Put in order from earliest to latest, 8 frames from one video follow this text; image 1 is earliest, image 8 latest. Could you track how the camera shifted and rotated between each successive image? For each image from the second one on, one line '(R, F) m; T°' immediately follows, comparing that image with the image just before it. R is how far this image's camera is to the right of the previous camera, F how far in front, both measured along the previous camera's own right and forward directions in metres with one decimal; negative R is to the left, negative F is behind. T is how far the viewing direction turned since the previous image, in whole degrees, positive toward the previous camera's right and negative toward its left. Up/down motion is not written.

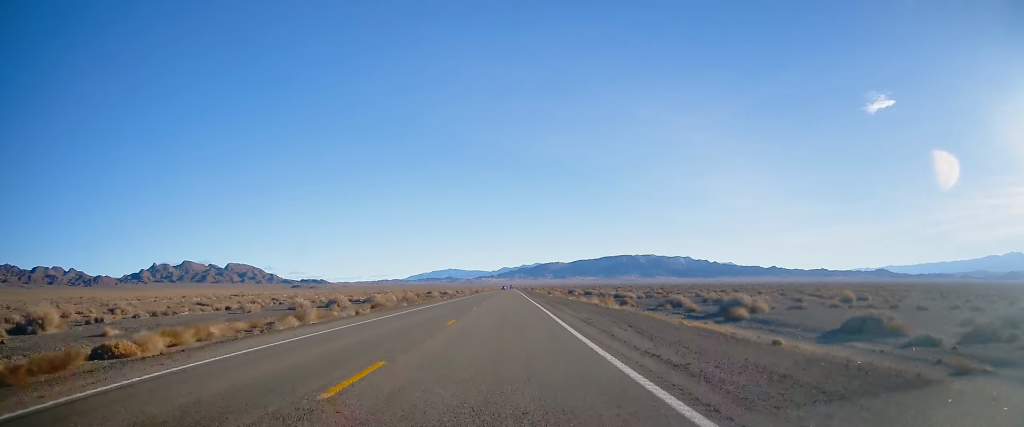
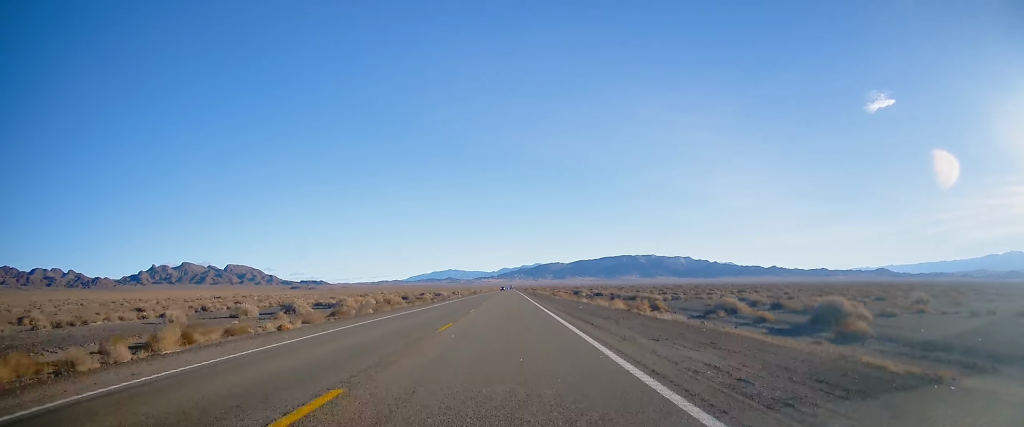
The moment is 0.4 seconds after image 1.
(-0.1, +14.8) m; 0°
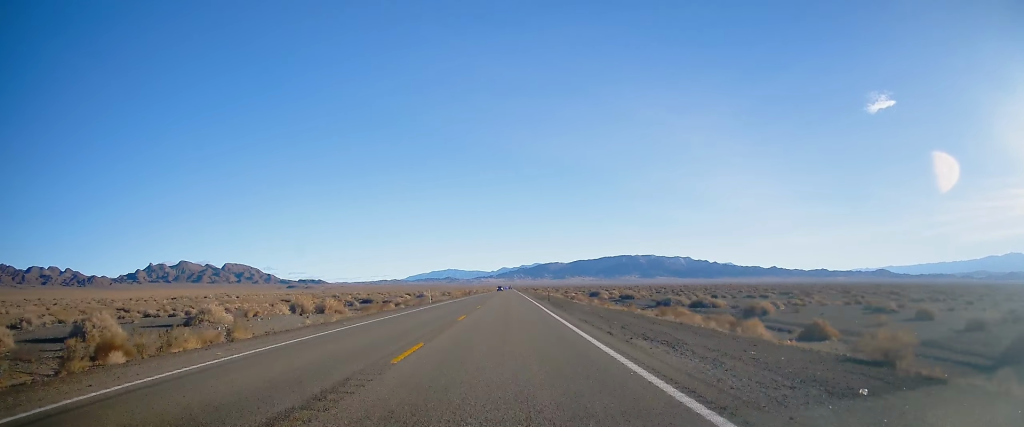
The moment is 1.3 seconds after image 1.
(+0.3, +30.8) m; +1°
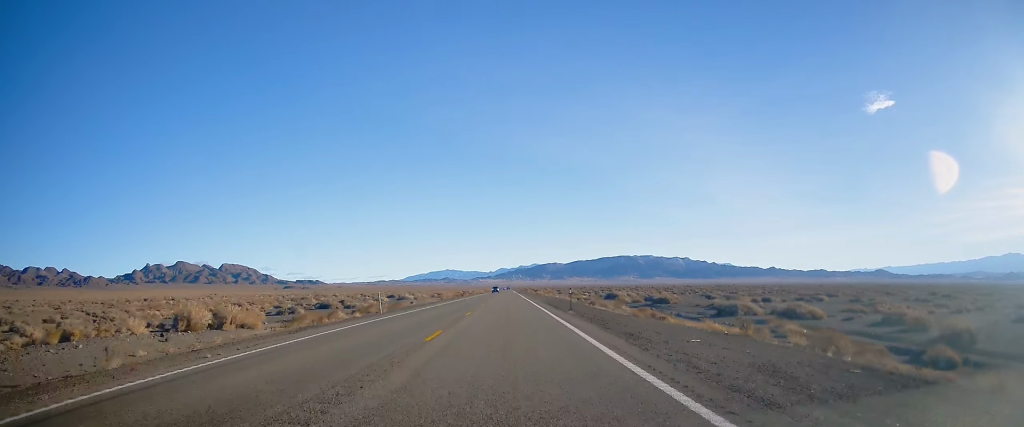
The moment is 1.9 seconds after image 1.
(0.0, +20.6) m; 0°
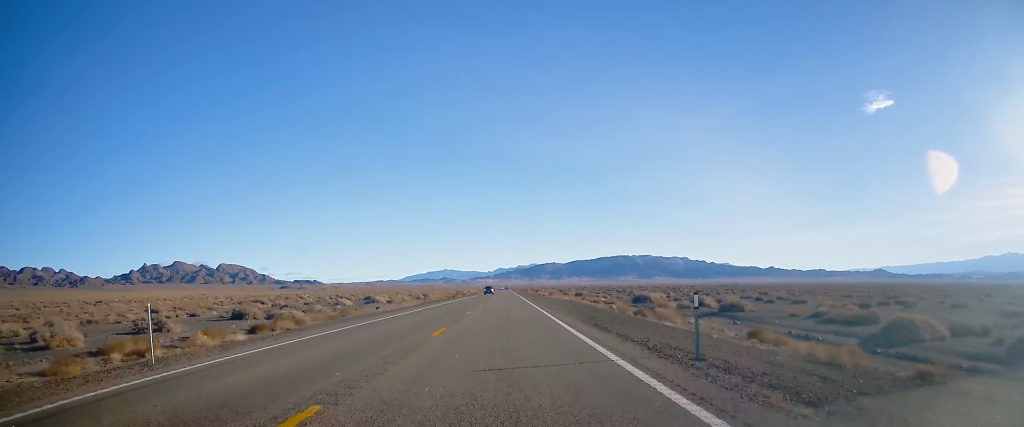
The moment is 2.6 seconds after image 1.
(+0.1, +22.9) m; 0°
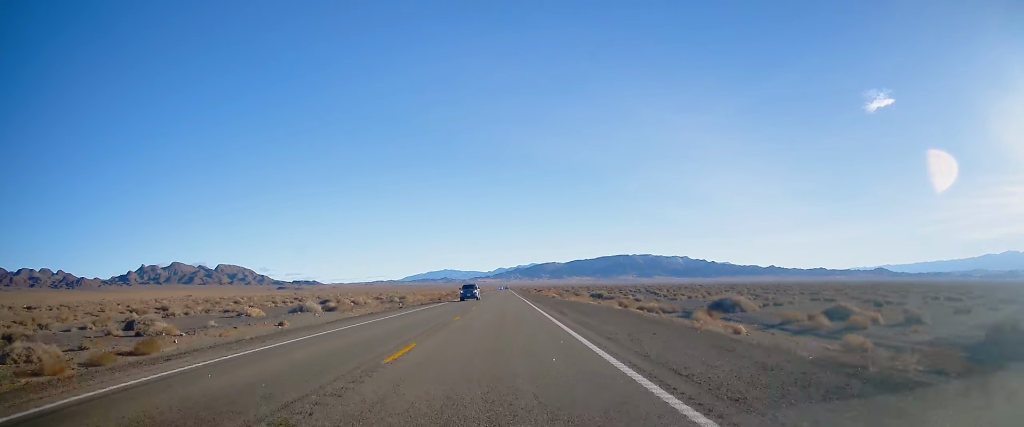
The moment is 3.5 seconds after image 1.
(-0.4, +29.8) m; 0°
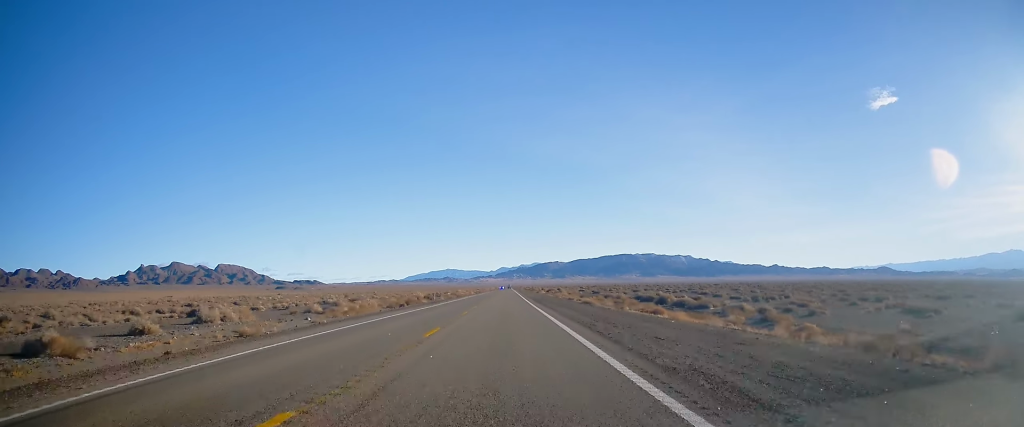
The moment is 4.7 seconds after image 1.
(+0.3, +43.6) m; 0°
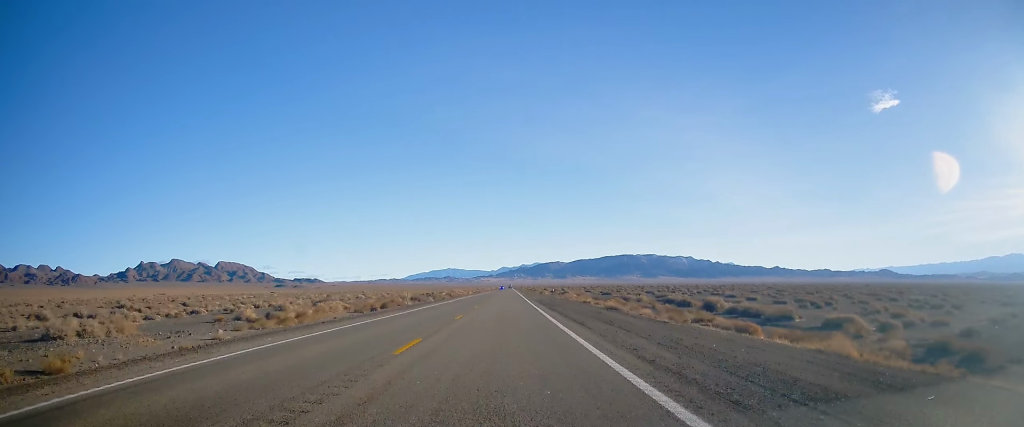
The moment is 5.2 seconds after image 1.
(-0.2, +16.1) m; 0°
